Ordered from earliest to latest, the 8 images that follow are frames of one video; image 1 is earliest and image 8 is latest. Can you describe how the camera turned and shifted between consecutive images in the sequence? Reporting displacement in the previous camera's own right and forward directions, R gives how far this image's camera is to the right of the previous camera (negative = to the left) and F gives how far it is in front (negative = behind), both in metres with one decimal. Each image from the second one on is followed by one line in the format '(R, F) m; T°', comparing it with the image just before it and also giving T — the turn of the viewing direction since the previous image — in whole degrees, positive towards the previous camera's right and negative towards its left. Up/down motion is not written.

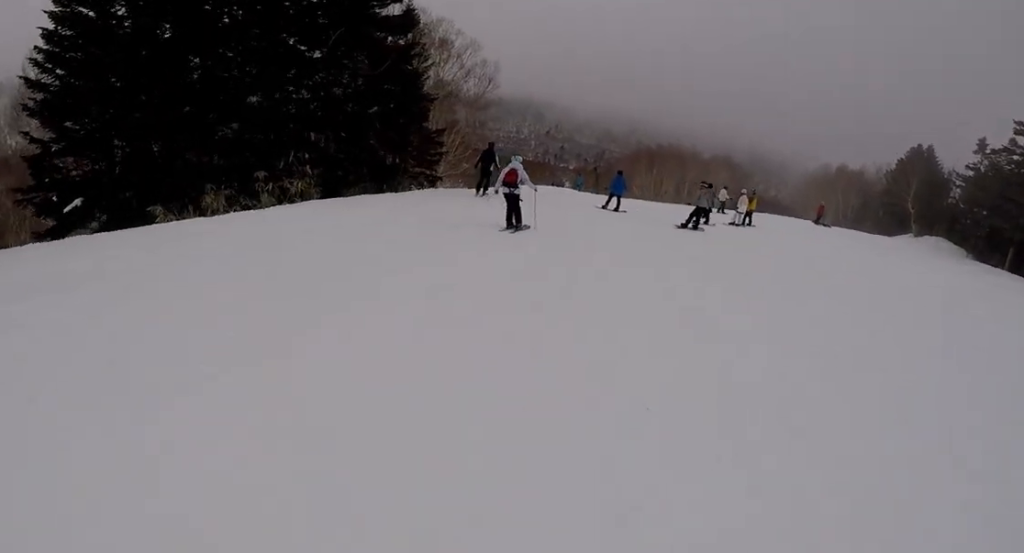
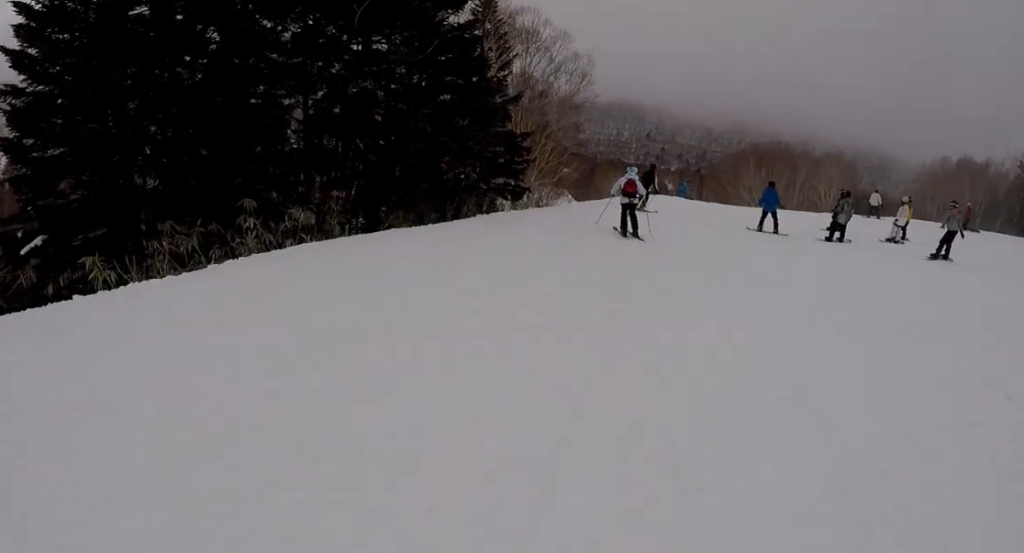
(+1.0, +5.6) m; +10°
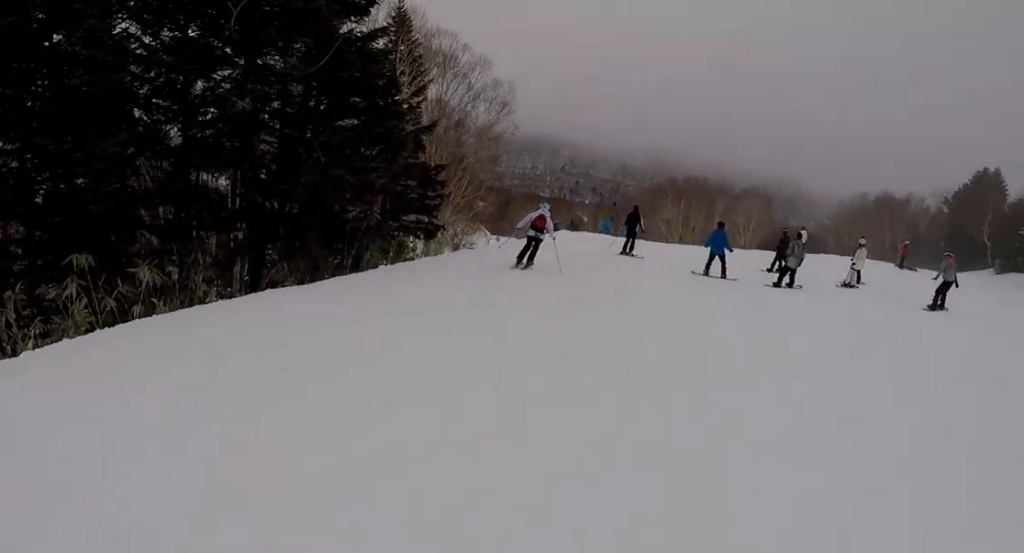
(+0.3, +2.6) m; 0°
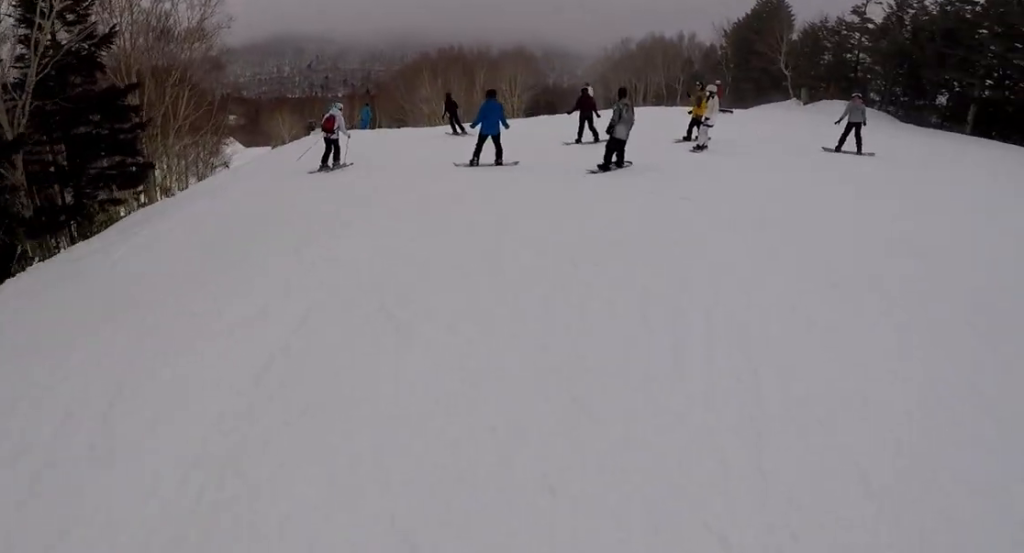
(-0.8, +6.6) m; -10°
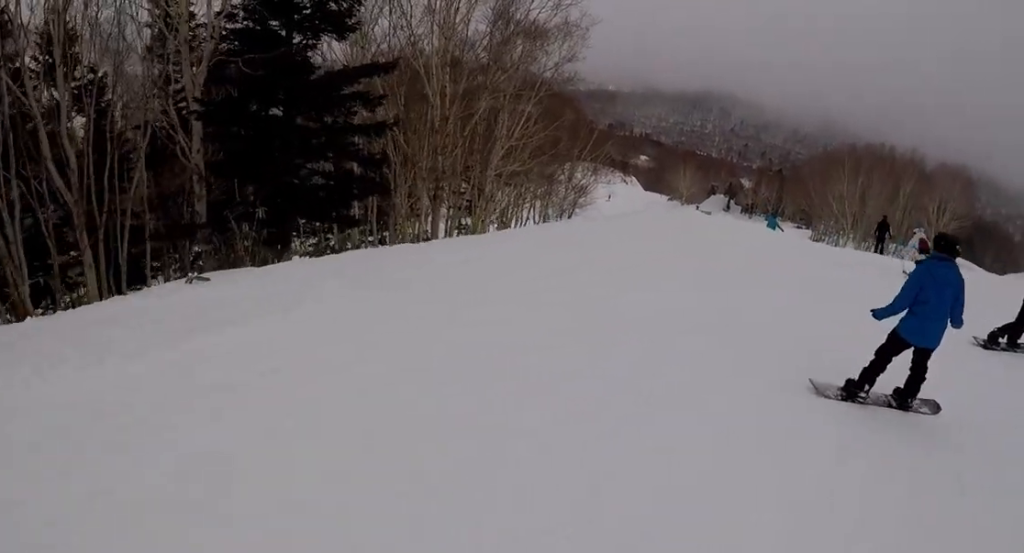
(-1.9, +10.7) m; +1°
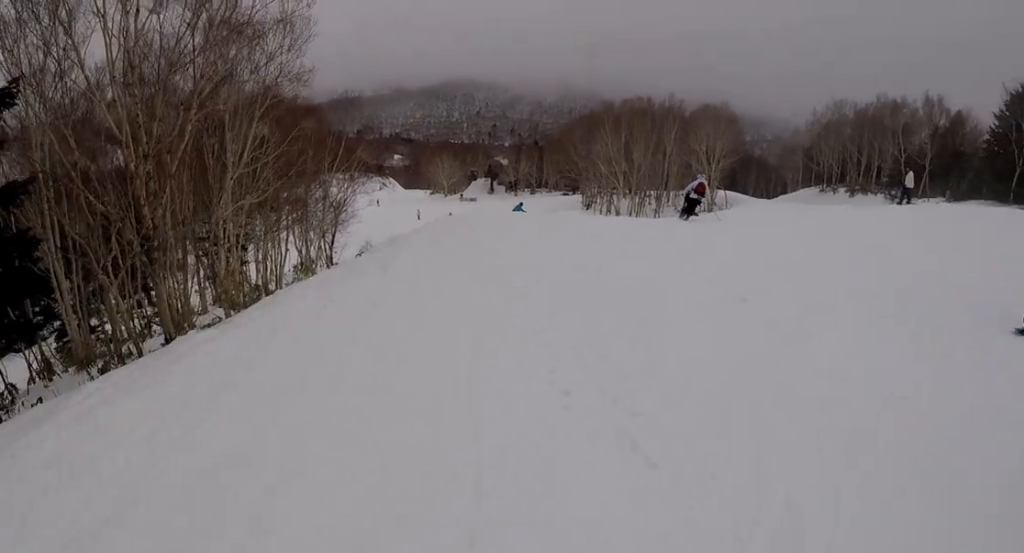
(+1.3, +5.0) m; +18°
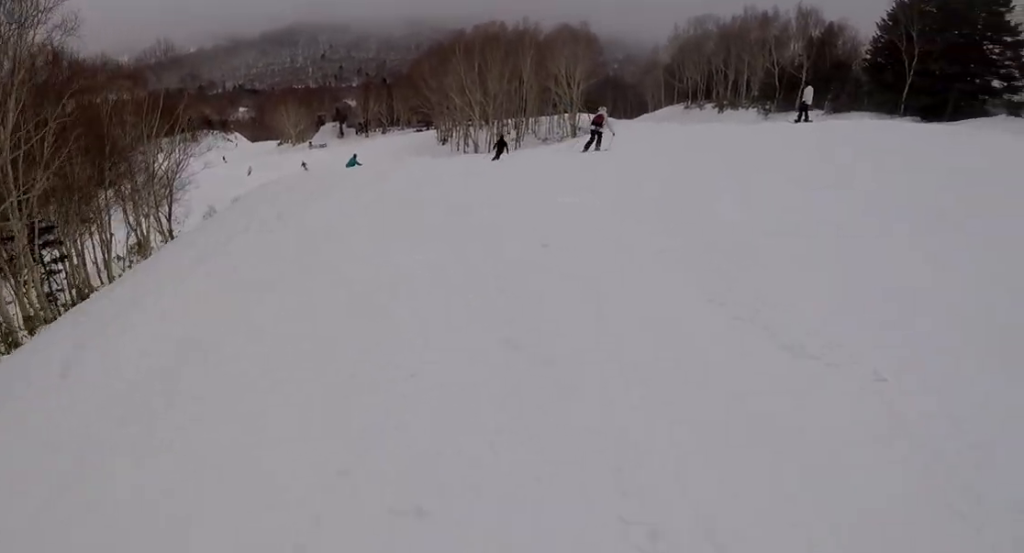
(+1.0, +4.1) m; -8°
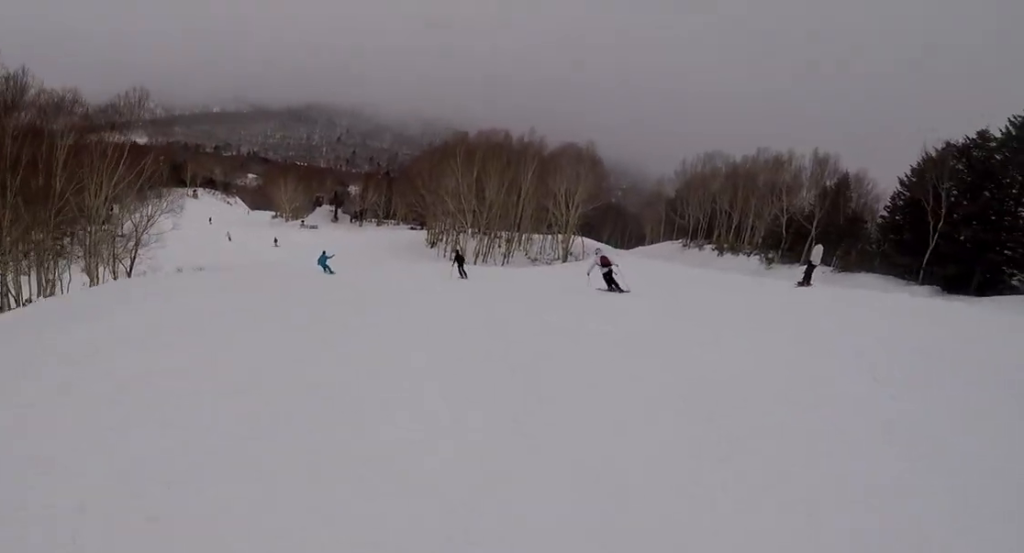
(-2.0, +3.8) m; -17°
